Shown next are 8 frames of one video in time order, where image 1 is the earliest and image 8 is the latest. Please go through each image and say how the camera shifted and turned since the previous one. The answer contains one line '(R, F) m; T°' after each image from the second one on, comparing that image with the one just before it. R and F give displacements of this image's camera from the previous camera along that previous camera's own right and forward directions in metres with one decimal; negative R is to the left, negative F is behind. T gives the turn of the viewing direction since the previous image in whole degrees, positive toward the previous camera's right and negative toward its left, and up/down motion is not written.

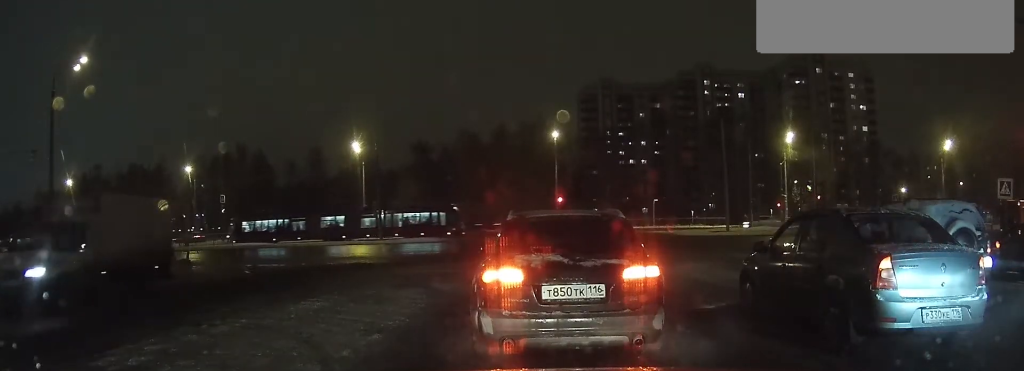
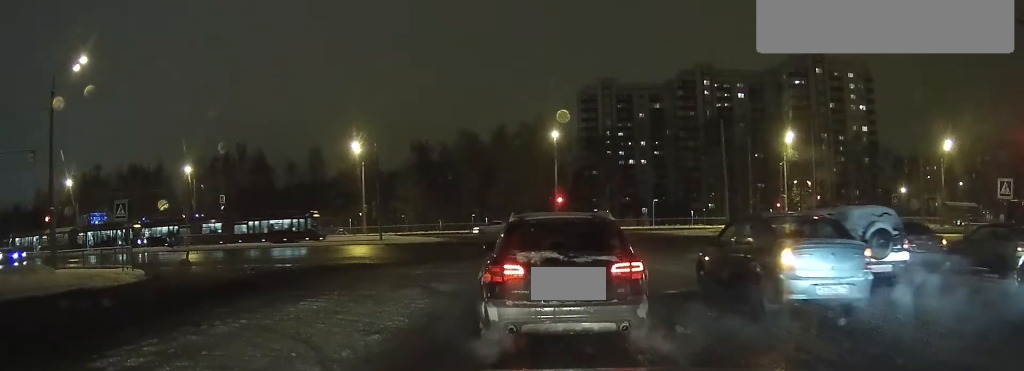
(0.0, 0.0) m; 0°
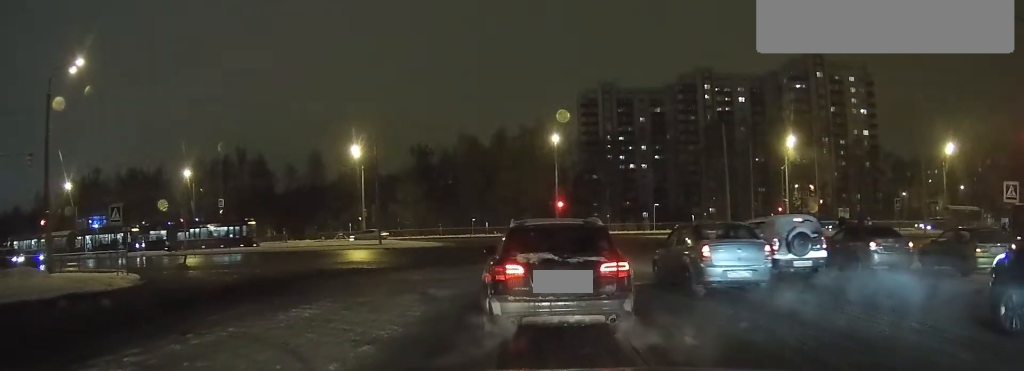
(0.0, 0.0) m; 0°
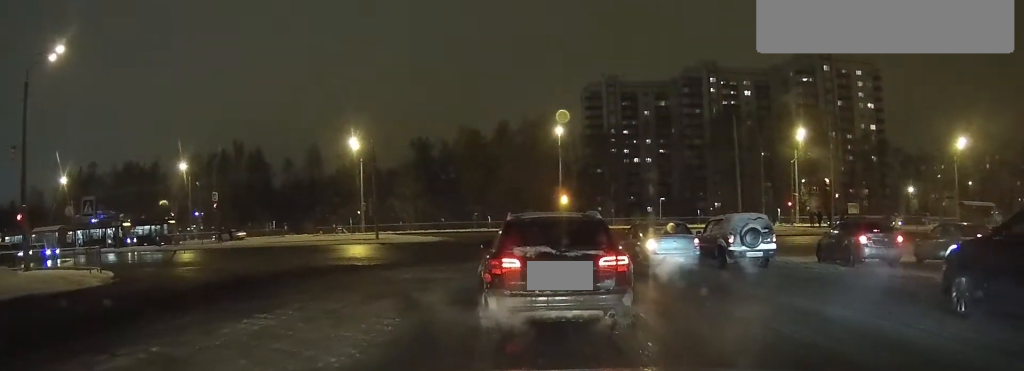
(0.0, 0.0) m; 0°
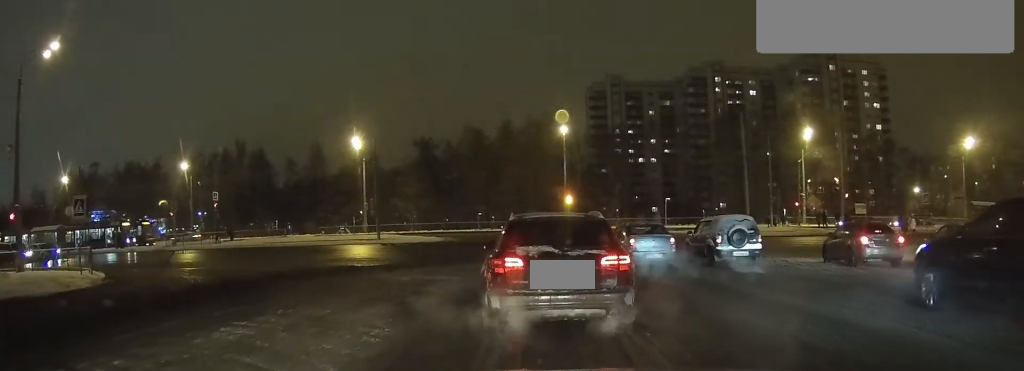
(0.0, +0.1) m; 0°
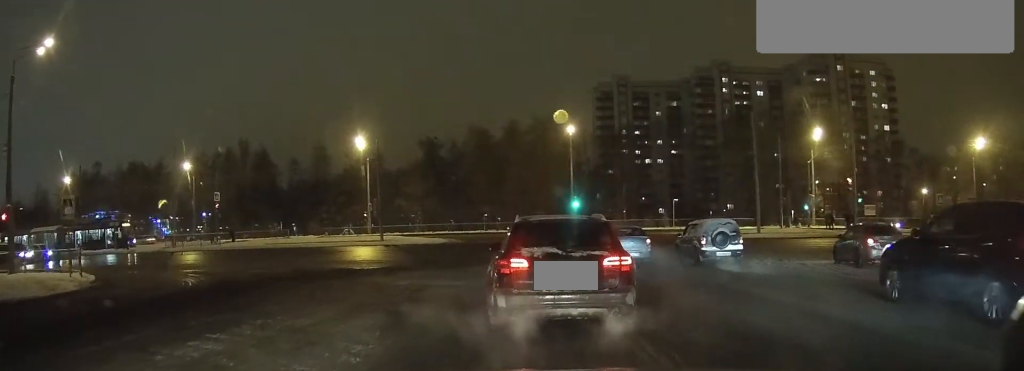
(0.0, +0.2) m; 0°
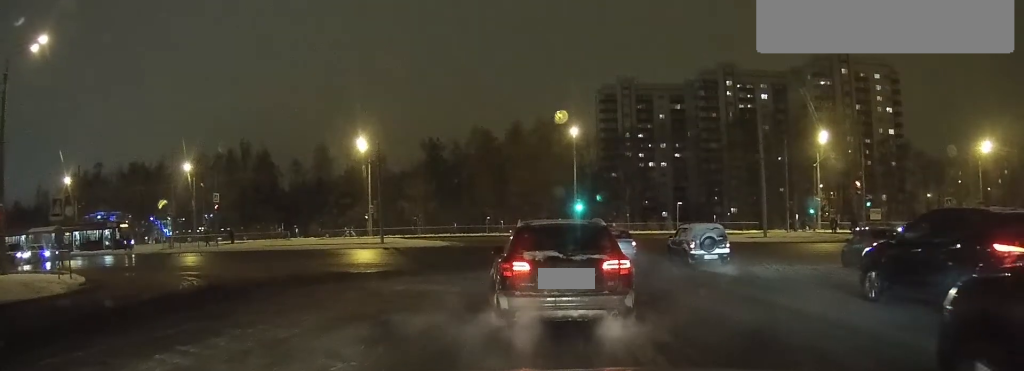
(0.0, +0.5) m; 0°
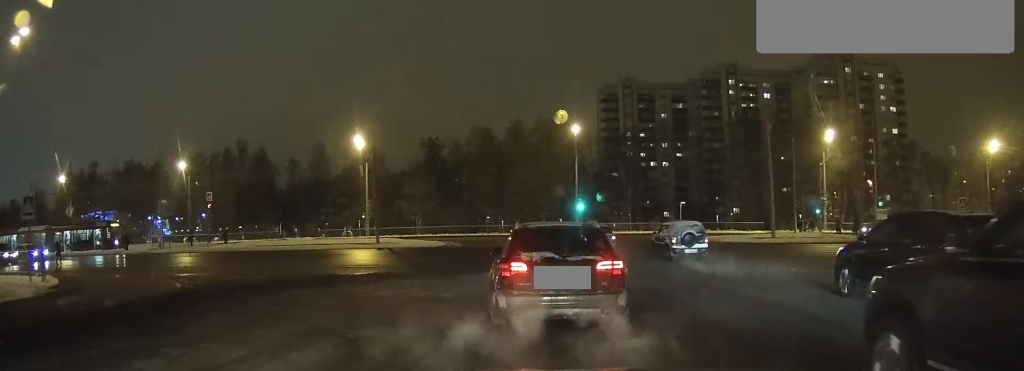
(-0.1, +0.9) m; 0°
